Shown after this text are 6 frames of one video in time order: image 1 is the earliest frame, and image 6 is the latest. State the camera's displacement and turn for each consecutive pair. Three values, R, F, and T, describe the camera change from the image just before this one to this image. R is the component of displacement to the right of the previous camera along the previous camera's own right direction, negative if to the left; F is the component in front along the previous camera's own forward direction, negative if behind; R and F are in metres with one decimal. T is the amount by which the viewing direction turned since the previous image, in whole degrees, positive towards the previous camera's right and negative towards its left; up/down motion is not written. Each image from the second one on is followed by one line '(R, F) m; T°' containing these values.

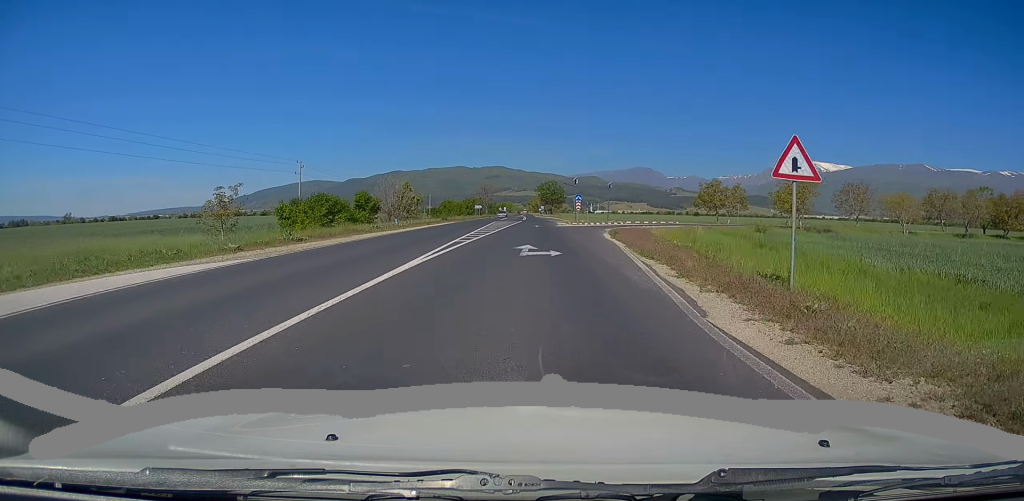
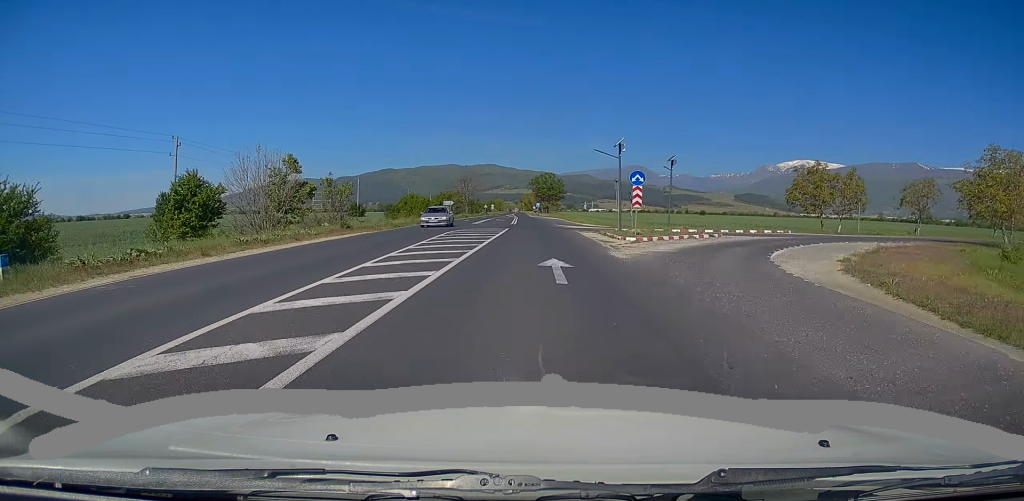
(+0.5, +36.1) m; 0°
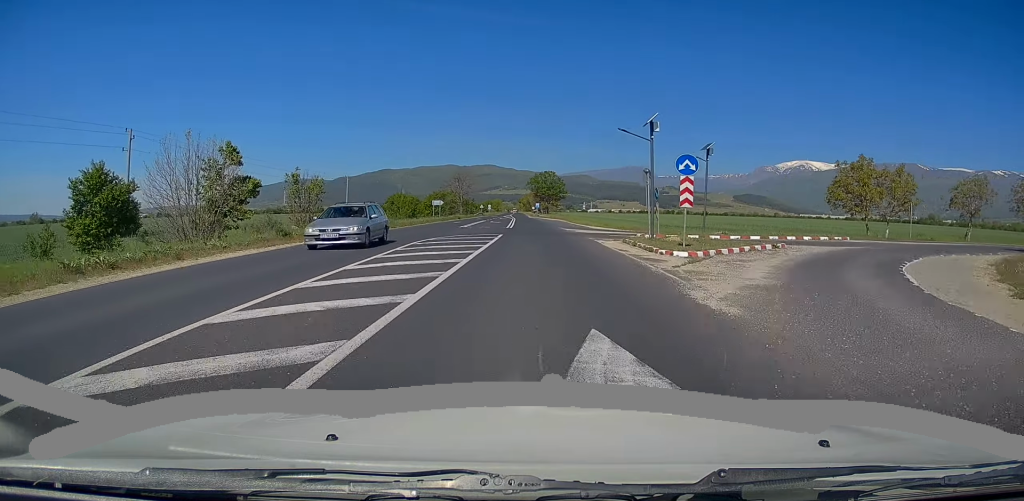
(-0.2, +8.6) m; 0°
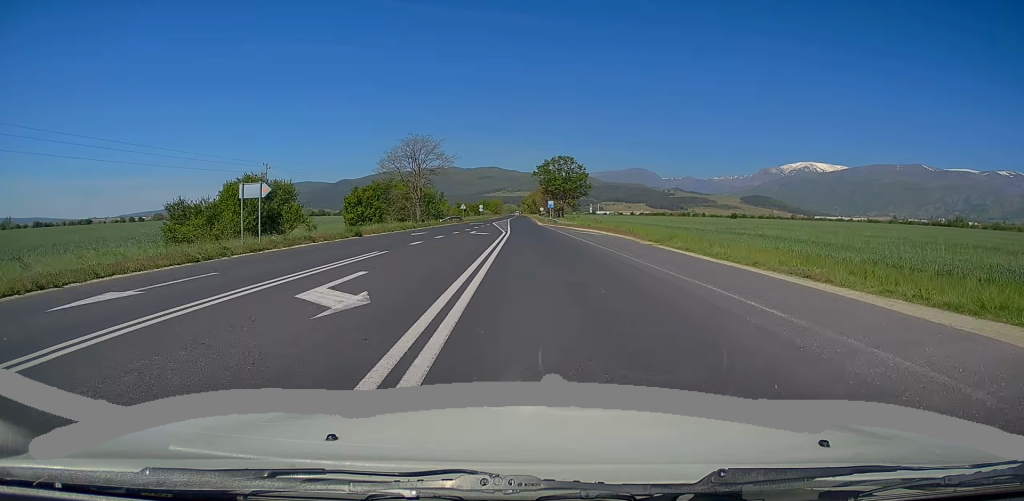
(+0.8, +49.8) m; +1°
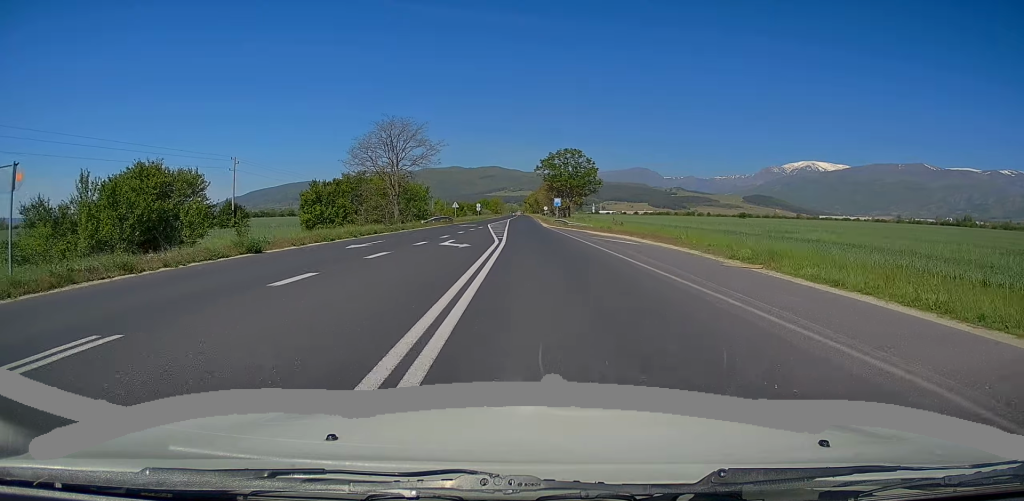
(0.0, +11.9) m; -1°
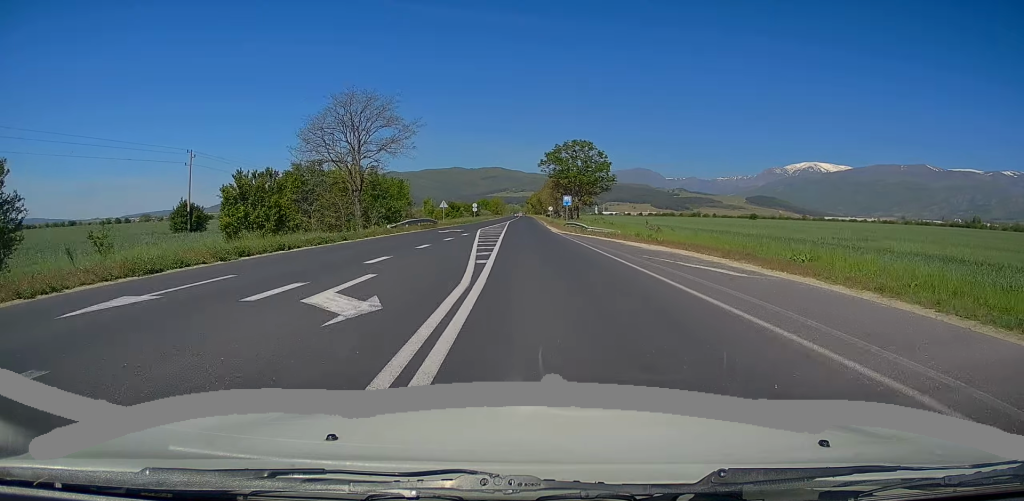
(-0.1, +12.7) m; 0°
